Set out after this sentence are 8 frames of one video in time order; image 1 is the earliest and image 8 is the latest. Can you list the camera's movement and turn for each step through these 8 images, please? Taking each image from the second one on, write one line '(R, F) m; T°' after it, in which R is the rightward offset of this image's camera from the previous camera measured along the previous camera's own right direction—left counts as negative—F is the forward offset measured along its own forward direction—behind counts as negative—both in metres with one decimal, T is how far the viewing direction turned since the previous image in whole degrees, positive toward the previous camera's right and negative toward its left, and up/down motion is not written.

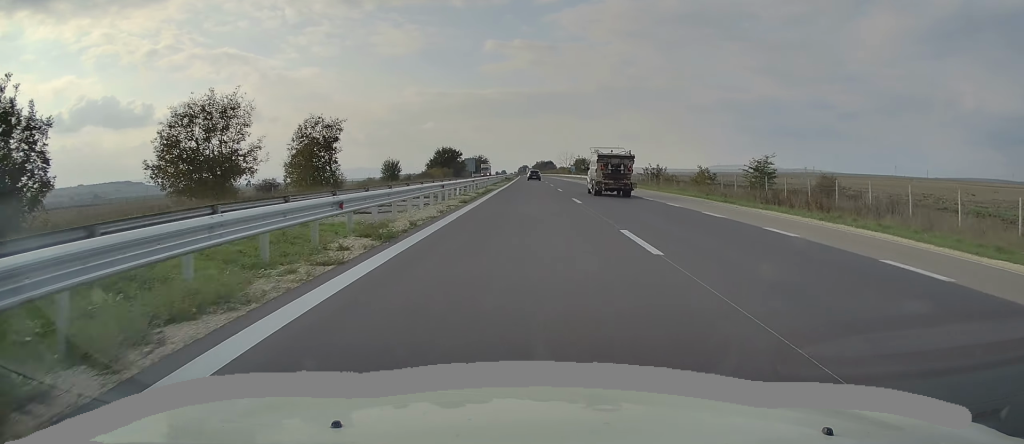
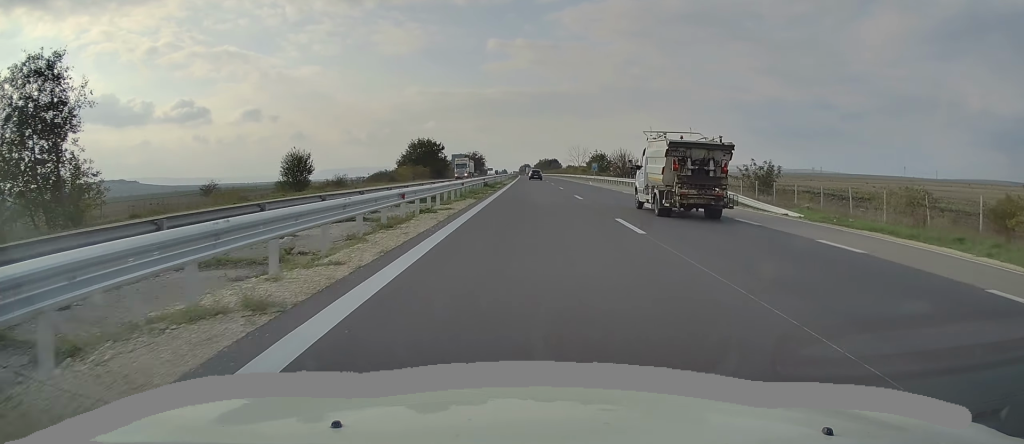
(-0.4, +44.5) m; -1°
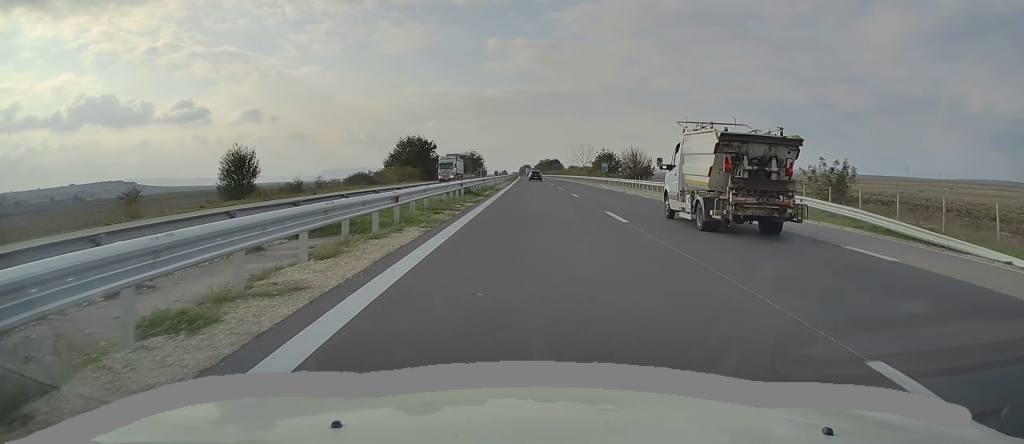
(-0.2, +13.1) m; 0°
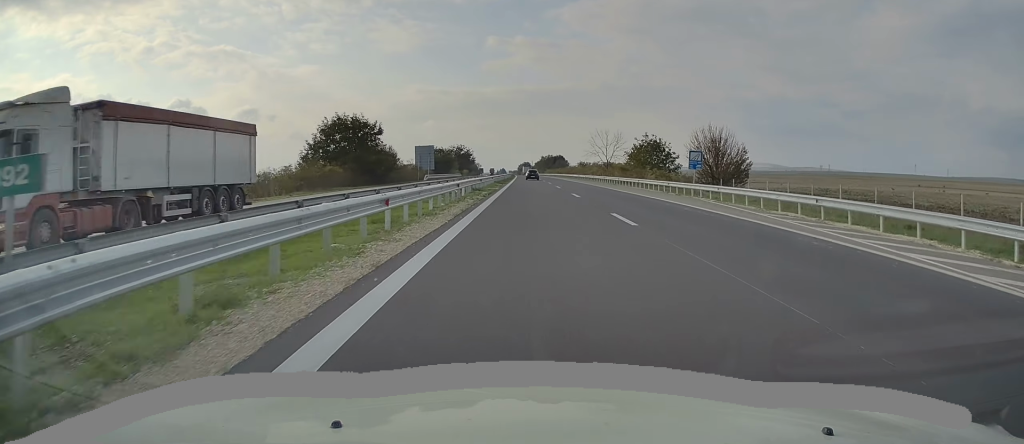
(+0.4, +49.2) m; +1°
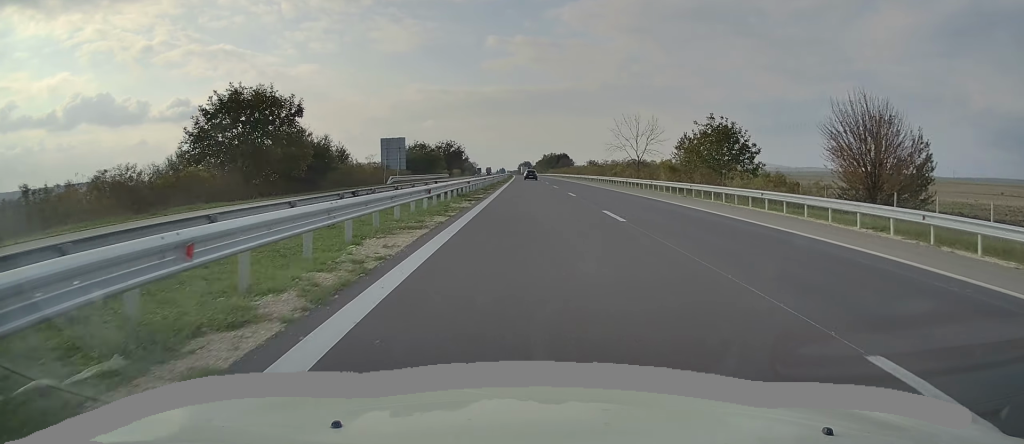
(0.0, +30.7) m; -1°
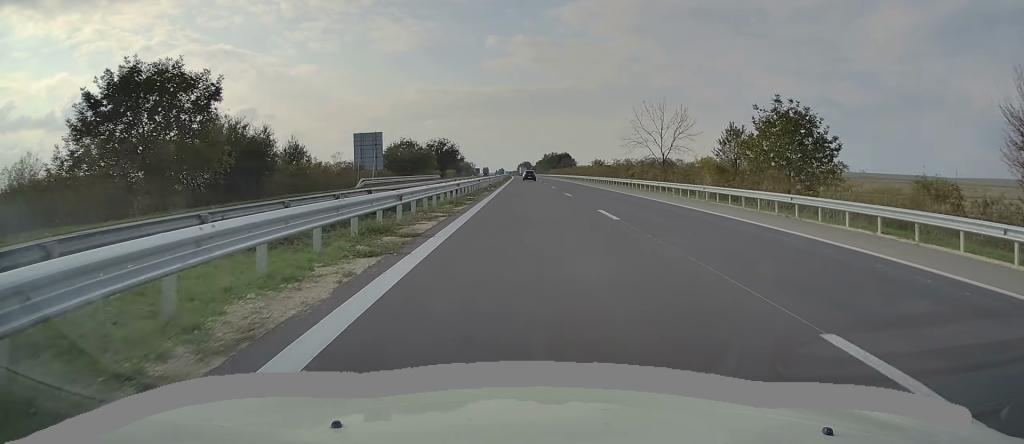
(-0.2, +15.3) m; 0°
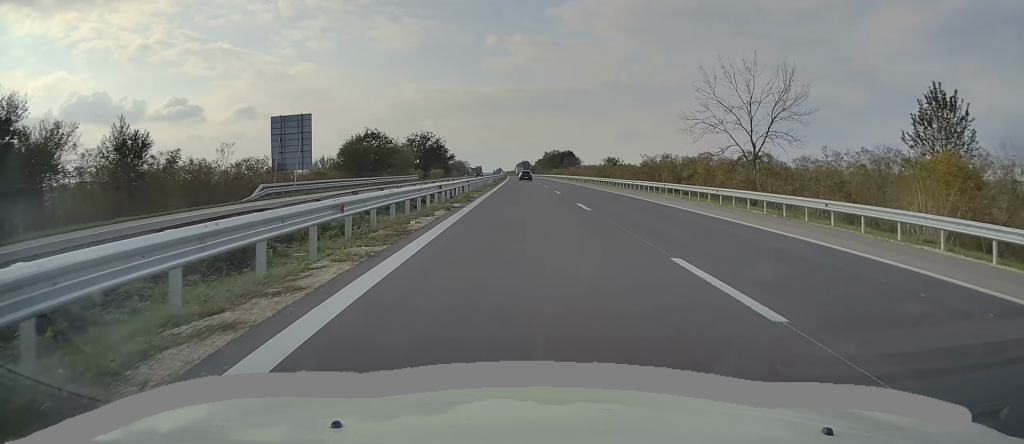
(0.0, +27.4) m; 0°
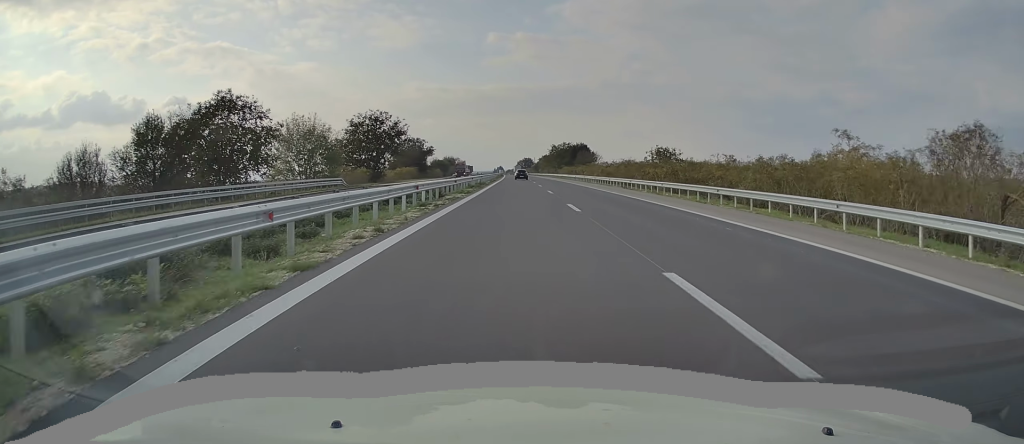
(+0.3, +49.6) m; 0°
